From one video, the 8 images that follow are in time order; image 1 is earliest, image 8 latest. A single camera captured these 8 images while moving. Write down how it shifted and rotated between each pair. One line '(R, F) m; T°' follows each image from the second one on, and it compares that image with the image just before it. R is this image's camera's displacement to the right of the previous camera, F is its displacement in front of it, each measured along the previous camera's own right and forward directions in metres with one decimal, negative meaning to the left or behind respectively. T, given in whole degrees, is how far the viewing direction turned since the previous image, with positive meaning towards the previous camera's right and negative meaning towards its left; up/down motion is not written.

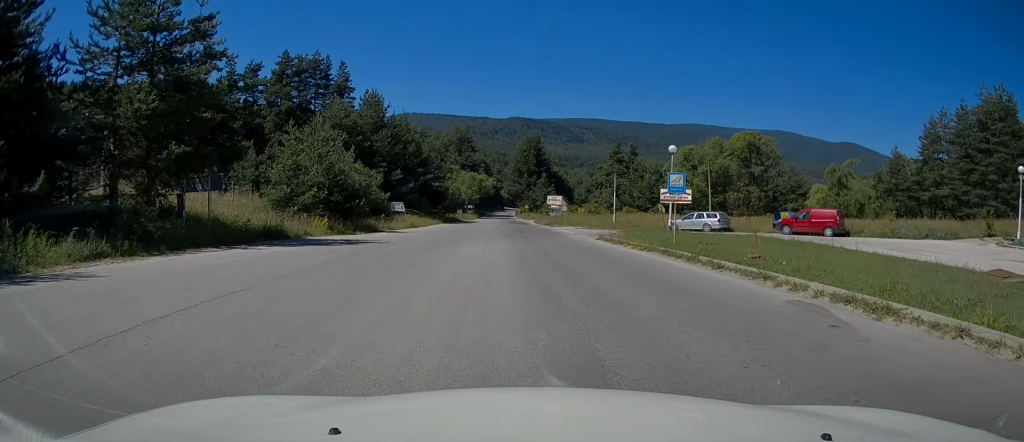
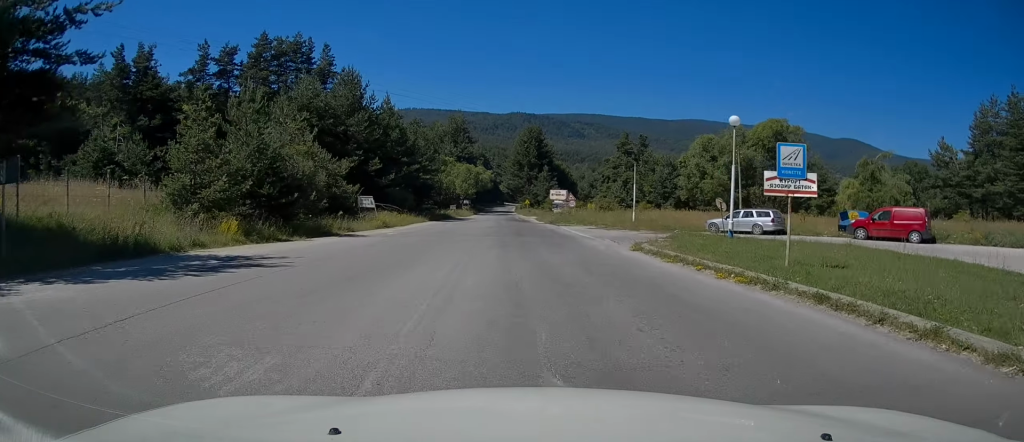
(+0.1, +9.5) m; 0°
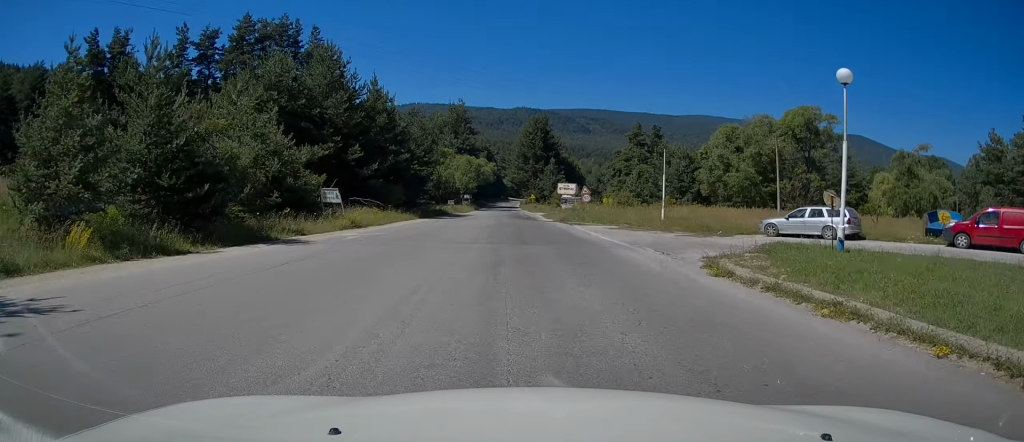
(0.0, +7.9) m; 0°
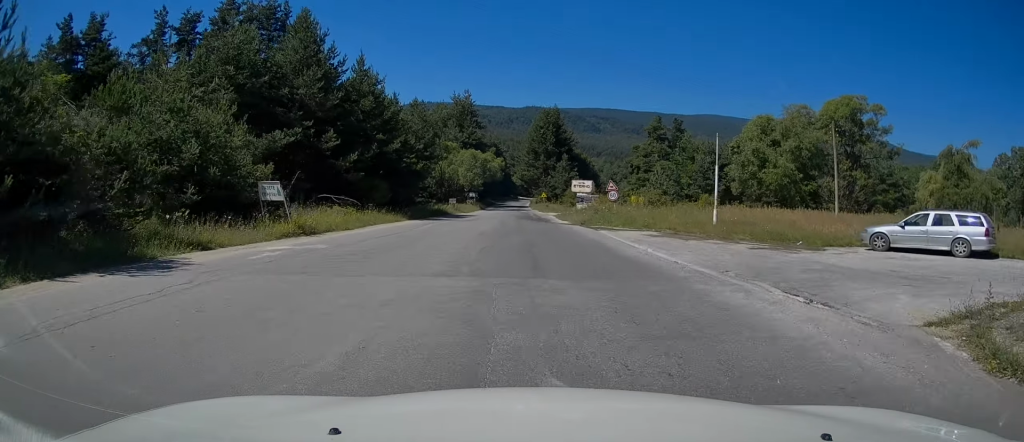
(0.0, +8.3) m; -1°
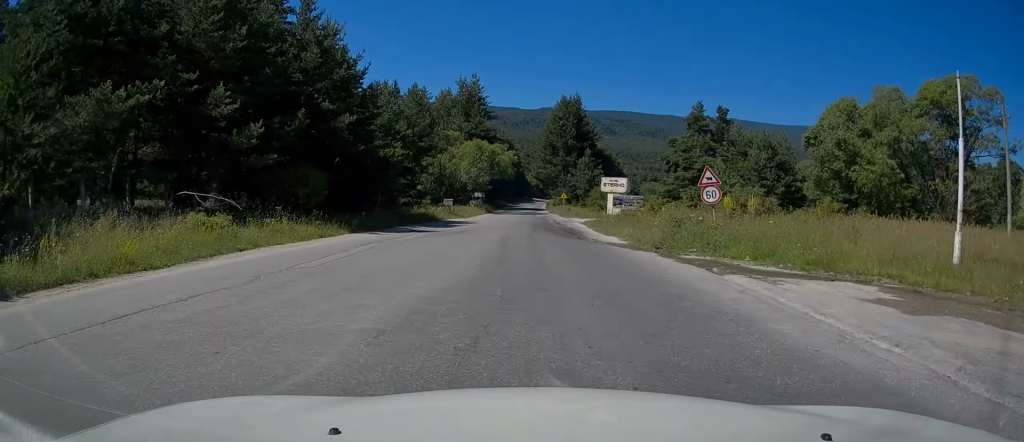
(-0.5, +15.9) m; -3°
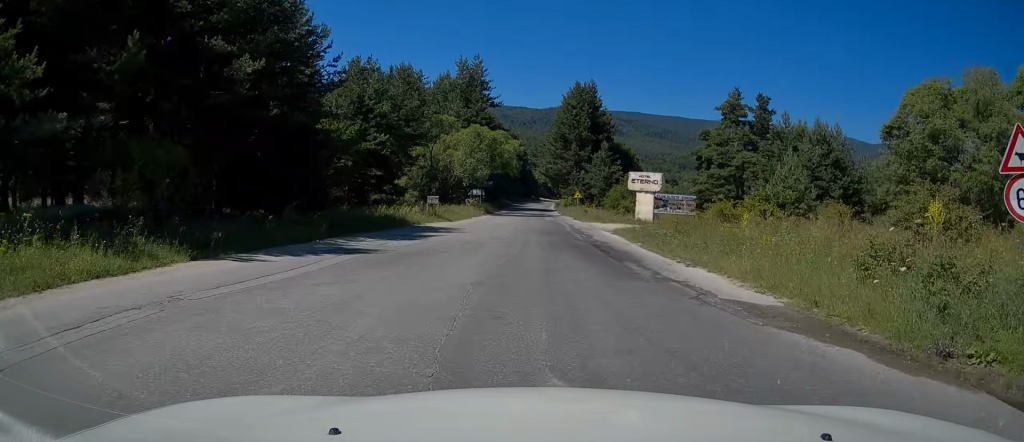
(0.0, +12.3) m; 0°
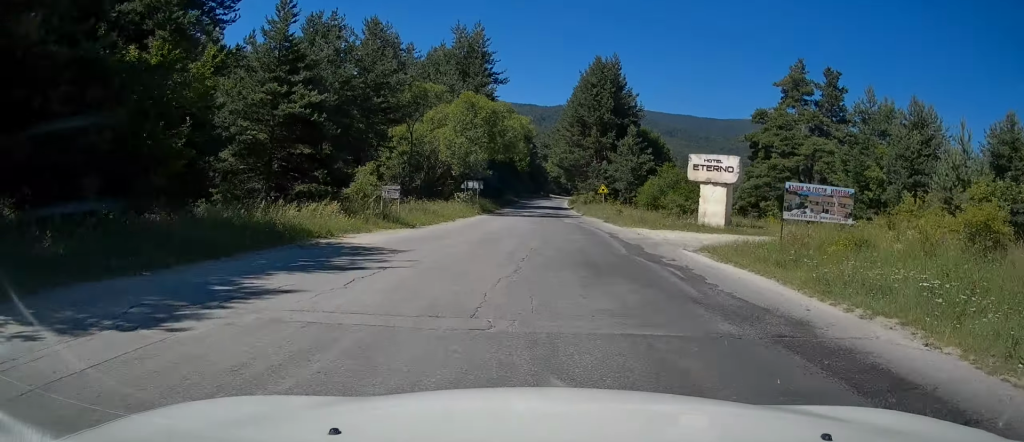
(0.0, +15.4) m; 0°
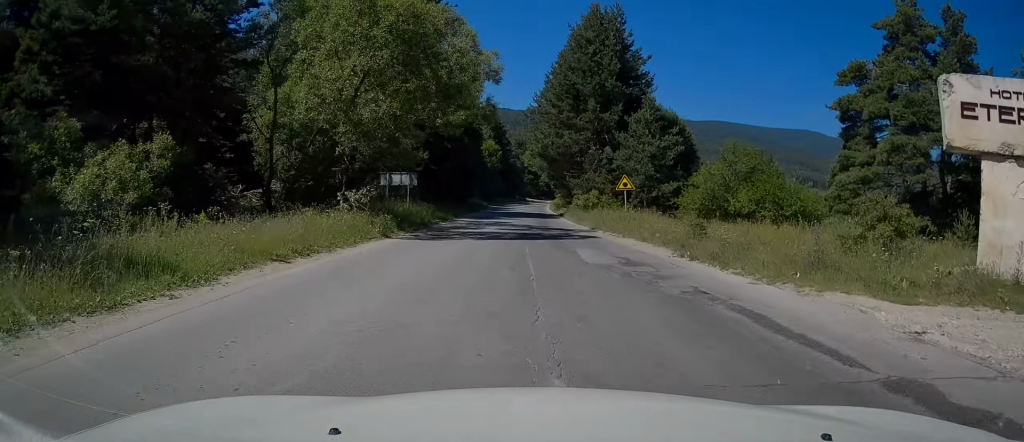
(+0.4, +22.5) m; +1°
